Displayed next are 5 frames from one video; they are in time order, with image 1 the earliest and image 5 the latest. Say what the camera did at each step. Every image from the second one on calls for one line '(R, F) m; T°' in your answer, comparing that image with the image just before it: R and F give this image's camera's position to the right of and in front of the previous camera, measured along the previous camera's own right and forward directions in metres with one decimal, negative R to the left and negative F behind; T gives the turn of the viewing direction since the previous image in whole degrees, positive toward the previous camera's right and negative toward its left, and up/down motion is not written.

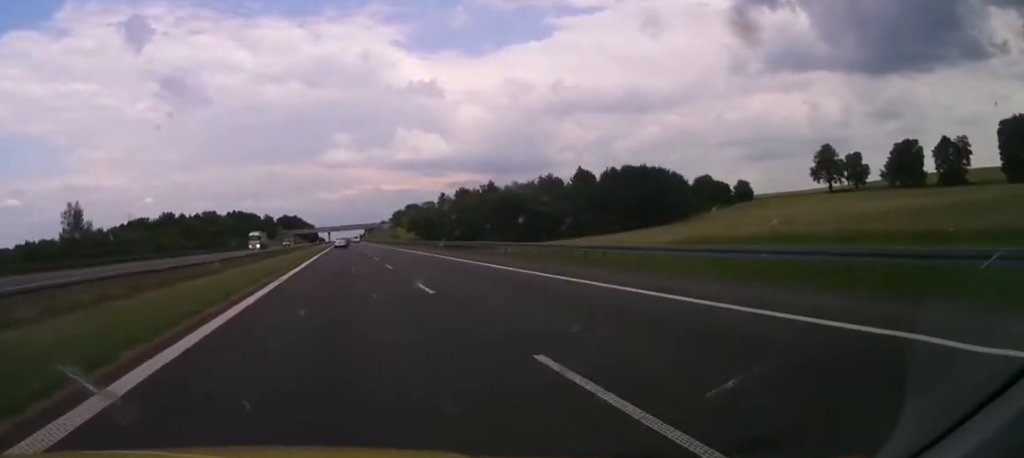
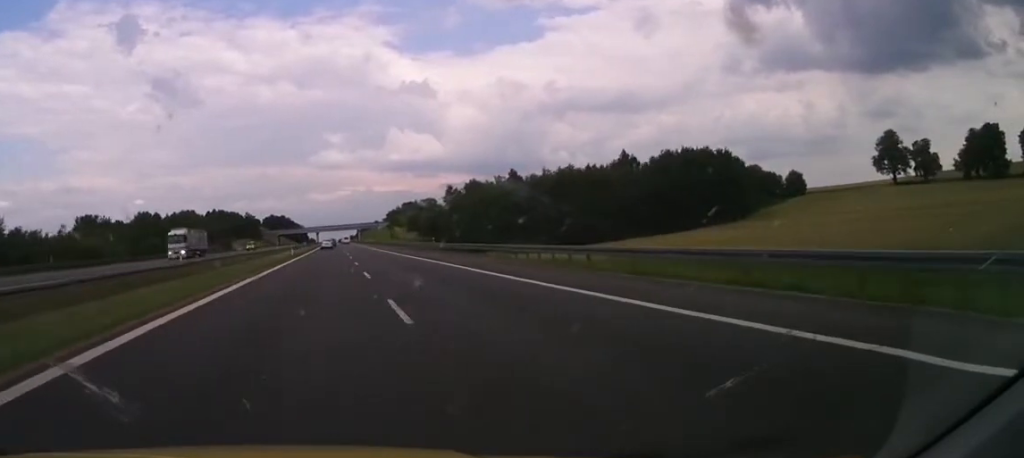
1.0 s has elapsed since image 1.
(-0.4, +42.4) m; 0°
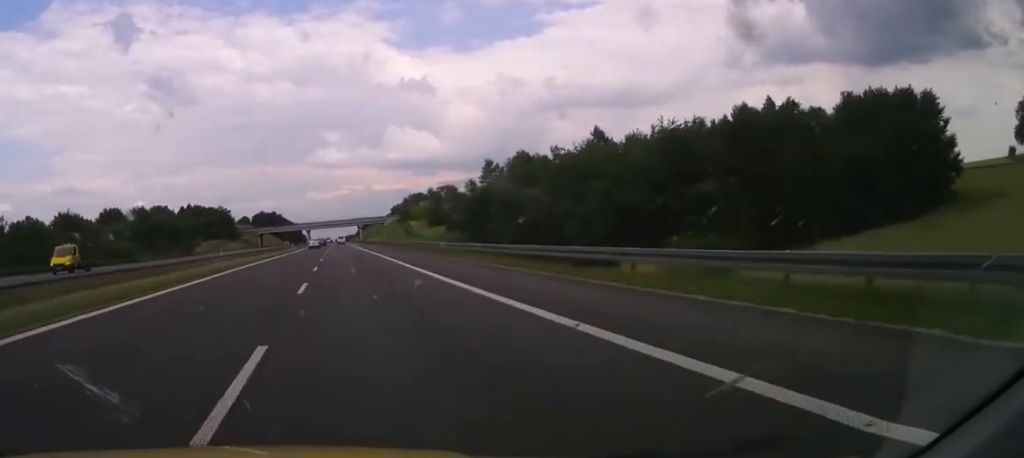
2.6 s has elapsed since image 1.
(+0.1, +67.0) m; 0°
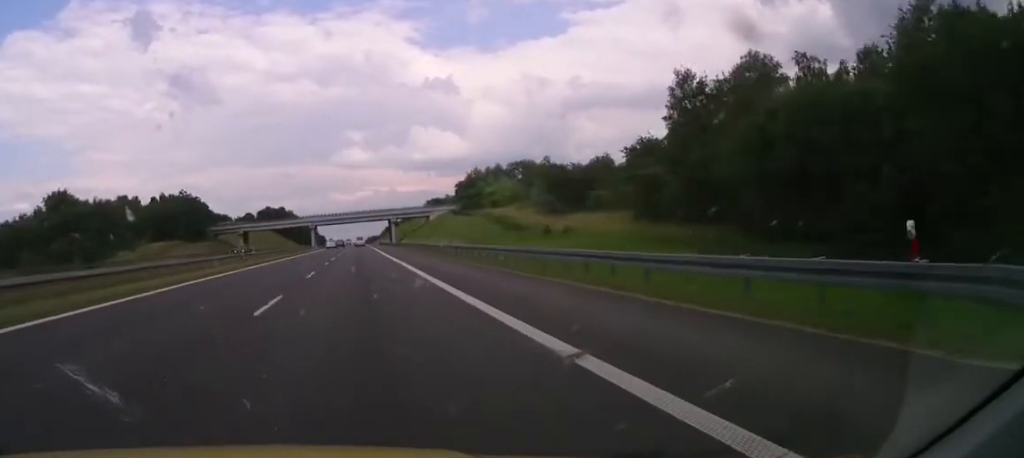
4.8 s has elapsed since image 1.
(+0.7, +90.8) m; +1°
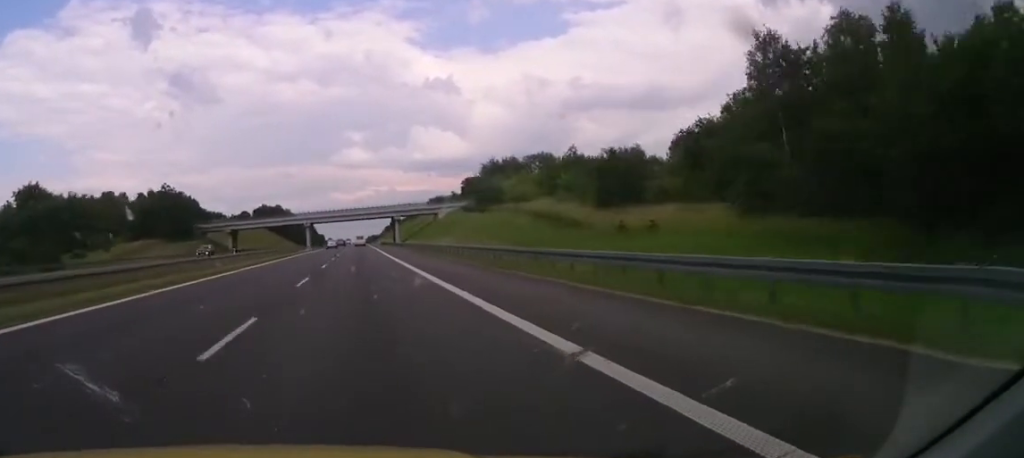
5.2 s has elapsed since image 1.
(0.0, +16.9) m; 0°
